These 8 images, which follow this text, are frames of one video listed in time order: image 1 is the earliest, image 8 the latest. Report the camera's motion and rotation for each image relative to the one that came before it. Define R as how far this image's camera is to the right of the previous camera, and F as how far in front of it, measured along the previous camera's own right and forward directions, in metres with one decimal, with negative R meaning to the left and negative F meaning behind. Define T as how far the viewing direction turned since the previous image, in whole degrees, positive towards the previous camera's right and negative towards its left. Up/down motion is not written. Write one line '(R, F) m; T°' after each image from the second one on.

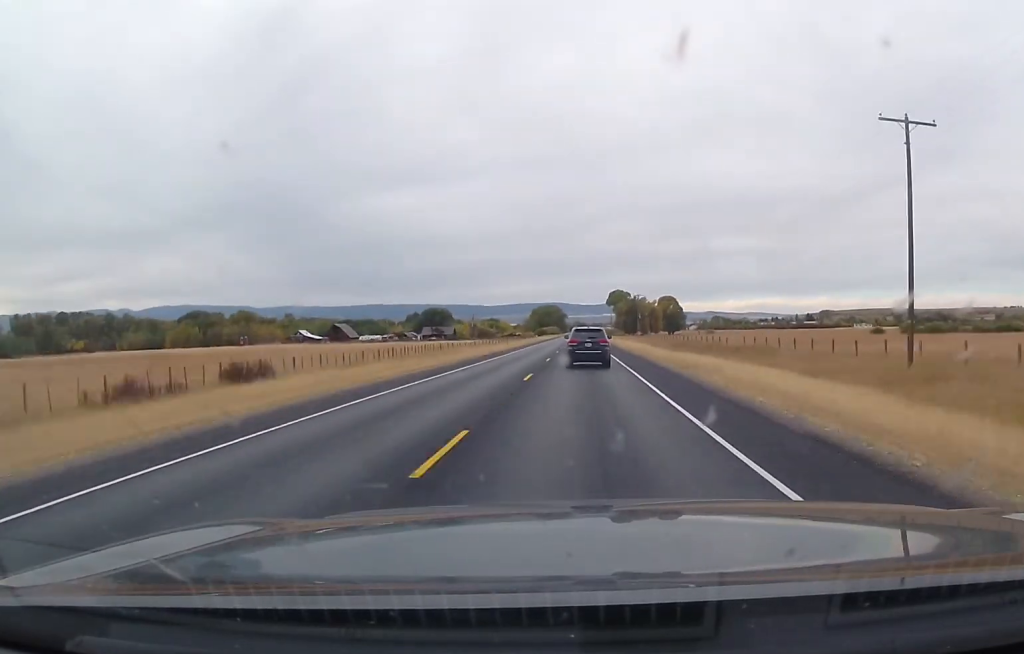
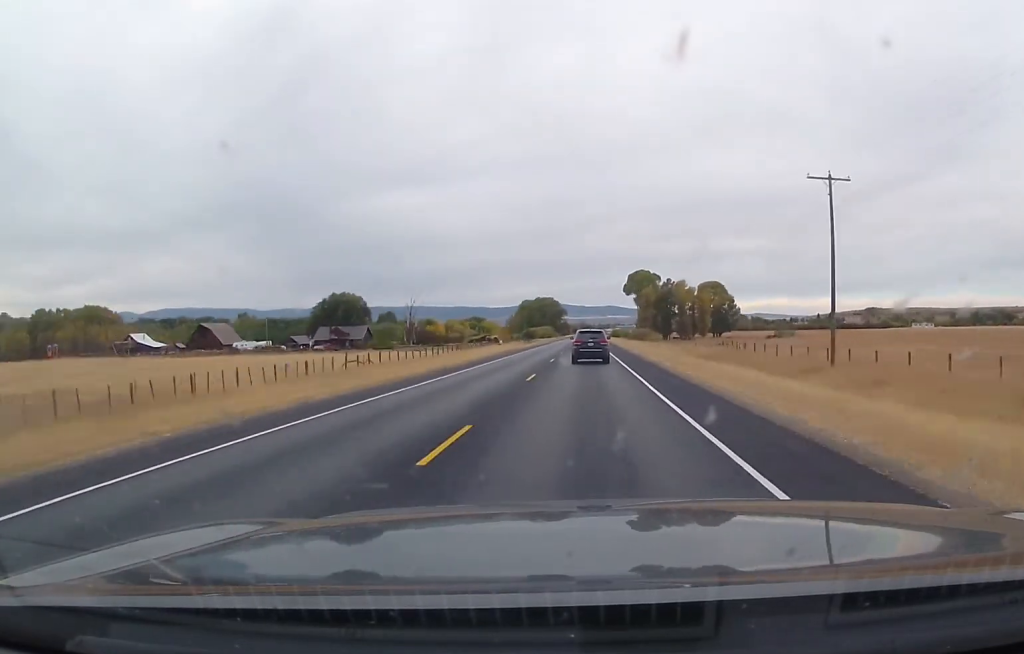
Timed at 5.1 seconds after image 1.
(+0.5, +149.9) m; 0°
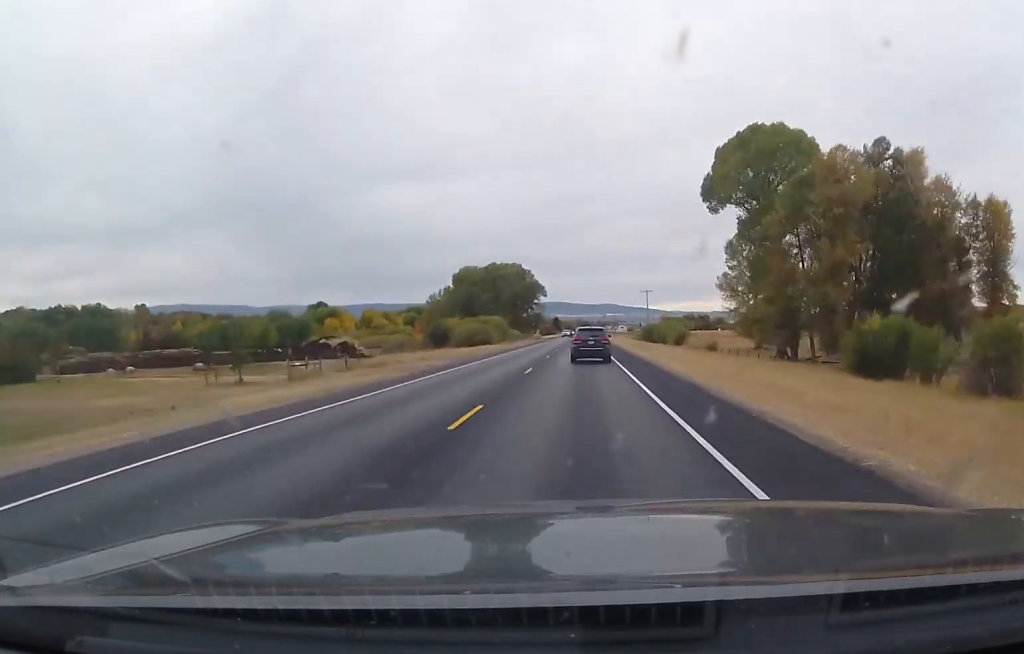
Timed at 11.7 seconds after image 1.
(+0.2, +232.8) m; 0°
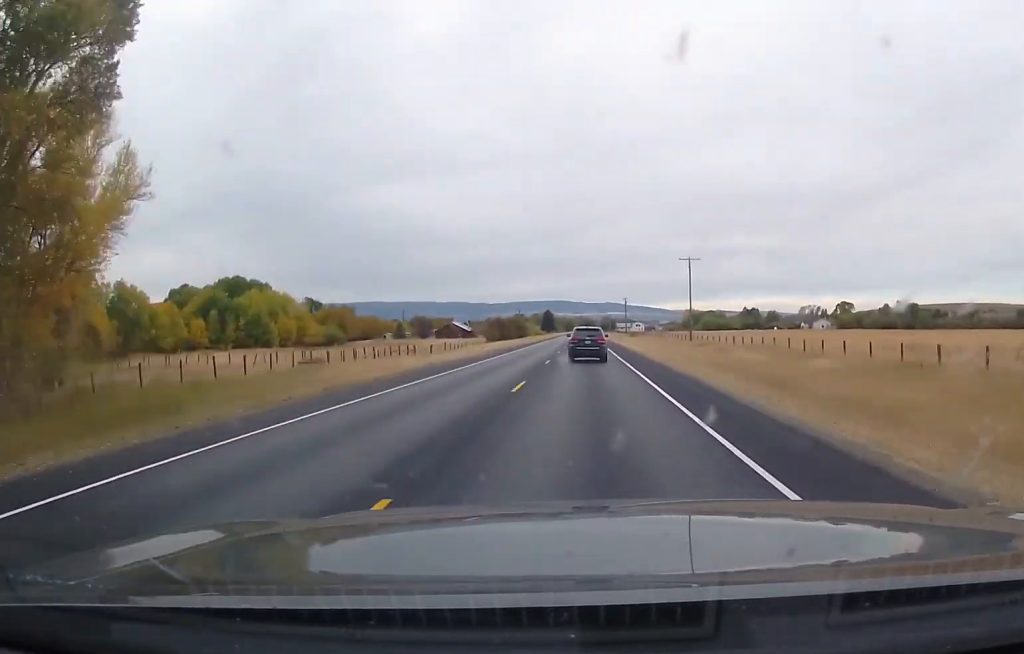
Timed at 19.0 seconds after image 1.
(-0.2, +228.0) m; 0°
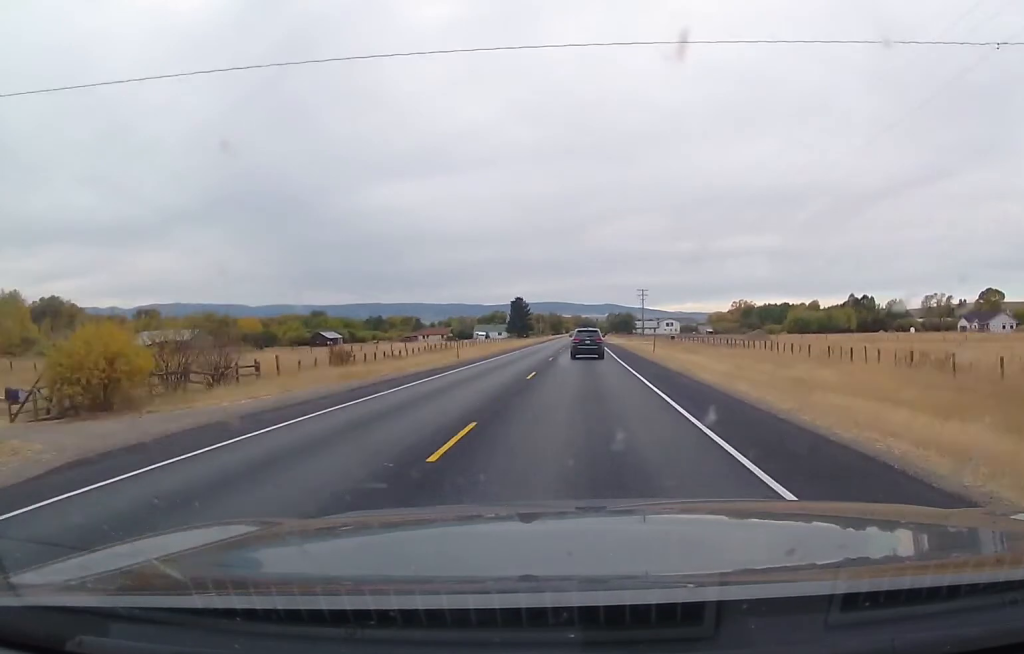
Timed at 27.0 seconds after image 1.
(-0.2, +215.8) m; 0°
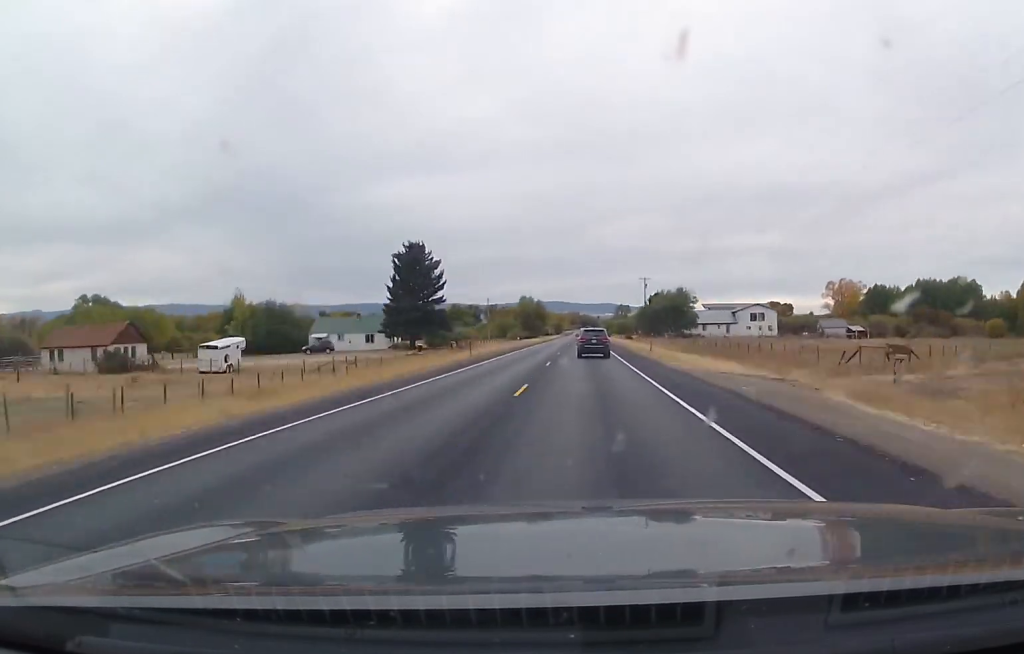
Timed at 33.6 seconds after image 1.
(0.0, +164.7) m; 0°
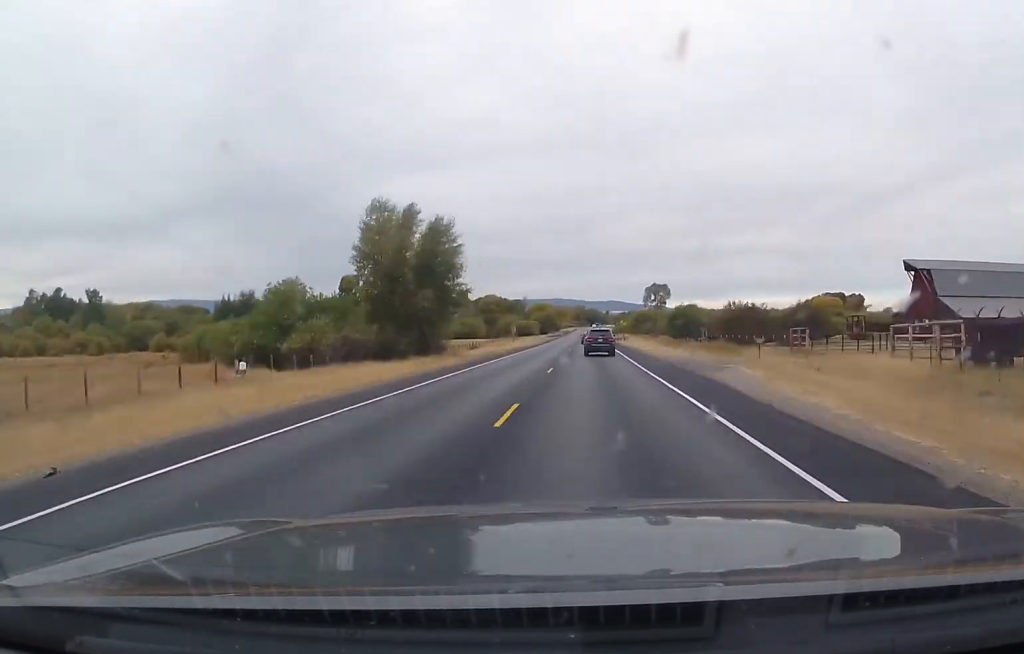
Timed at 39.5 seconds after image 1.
(0.0, +140.4) m; 0°
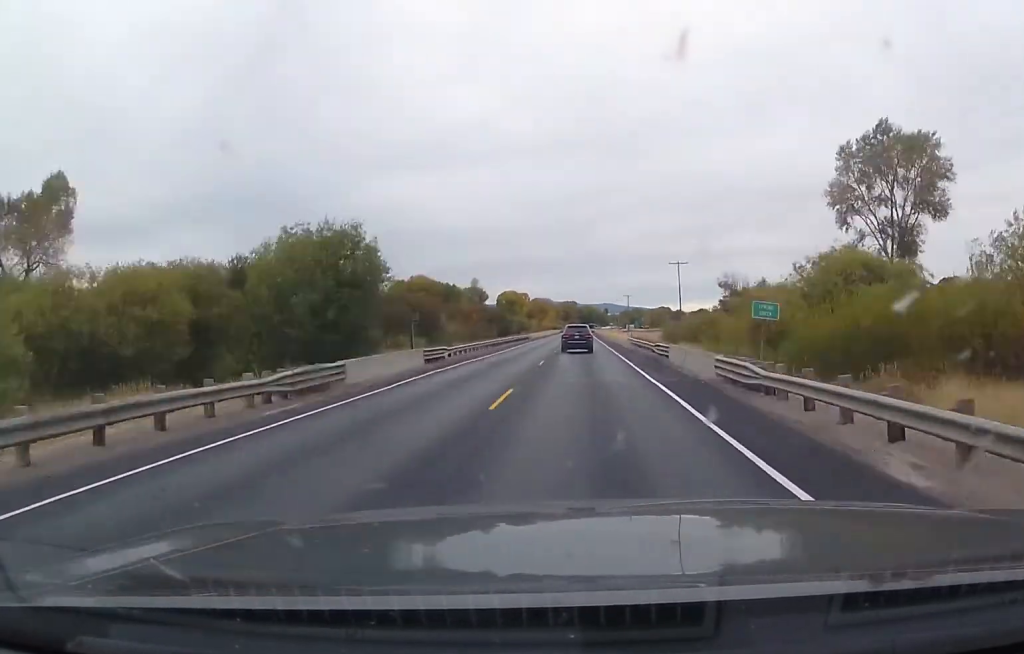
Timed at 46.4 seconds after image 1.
(+0.8, +166.3) m; +1°
